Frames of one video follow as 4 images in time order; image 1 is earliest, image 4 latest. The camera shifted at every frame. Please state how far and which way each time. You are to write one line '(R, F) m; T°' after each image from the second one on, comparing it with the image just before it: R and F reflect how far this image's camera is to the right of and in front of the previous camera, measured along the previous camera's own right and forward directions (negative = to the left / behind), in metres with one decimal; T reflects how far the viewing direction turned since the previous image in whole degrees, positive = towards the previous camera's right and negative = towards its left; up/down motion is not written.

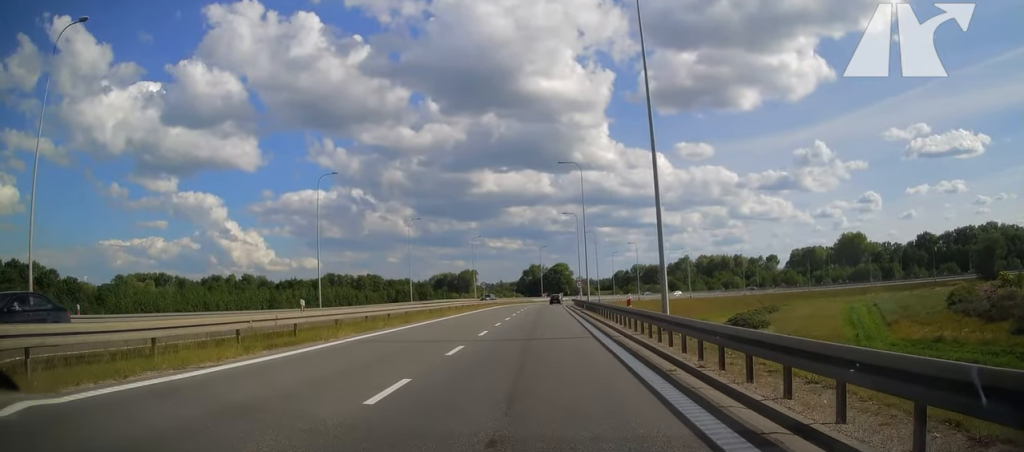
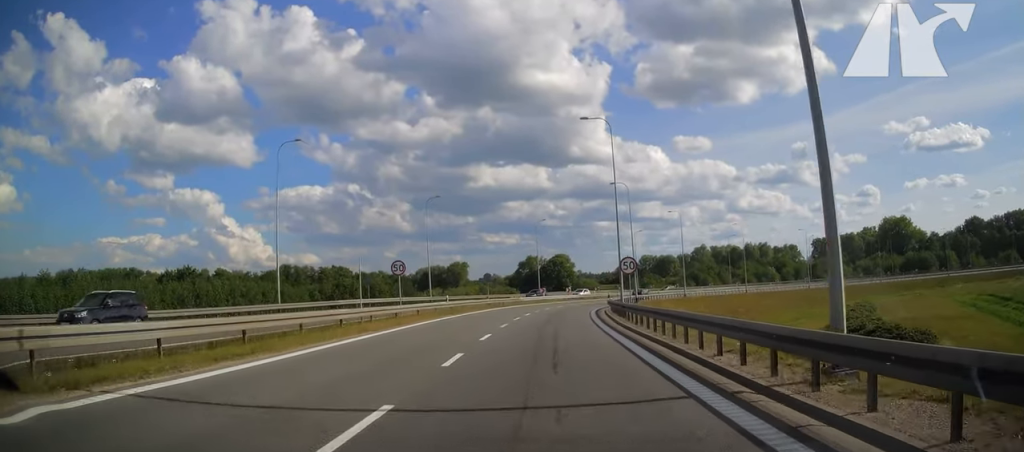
(-0.1, +44.0) m; 0°
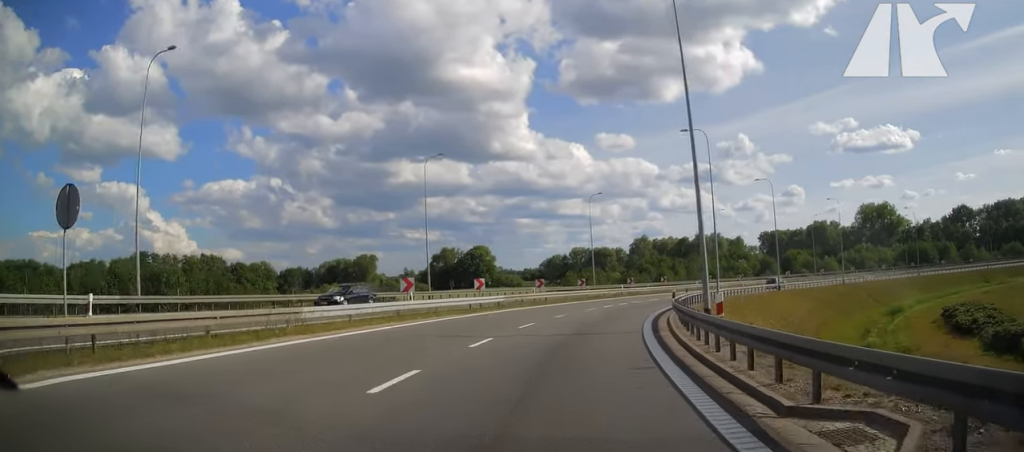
(+1.6, +44.7) m; +7°
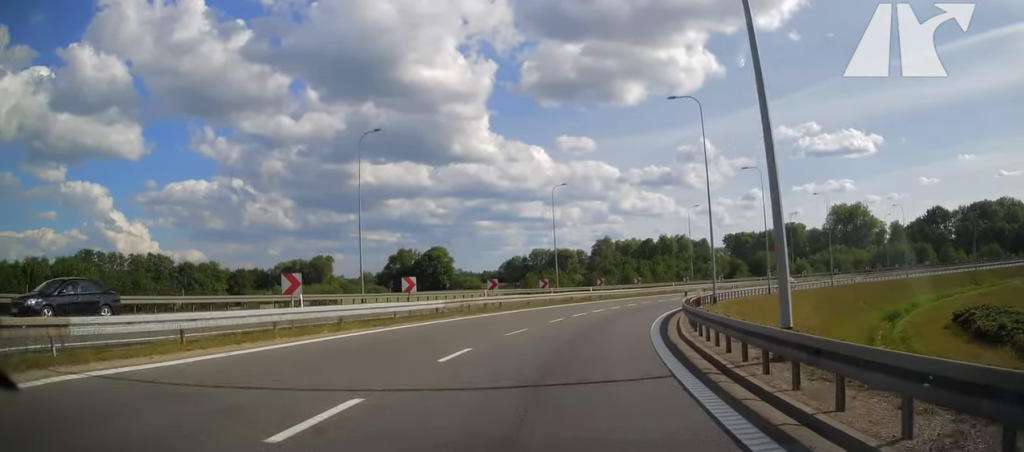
(+0.3, +8.6) m; +3°
